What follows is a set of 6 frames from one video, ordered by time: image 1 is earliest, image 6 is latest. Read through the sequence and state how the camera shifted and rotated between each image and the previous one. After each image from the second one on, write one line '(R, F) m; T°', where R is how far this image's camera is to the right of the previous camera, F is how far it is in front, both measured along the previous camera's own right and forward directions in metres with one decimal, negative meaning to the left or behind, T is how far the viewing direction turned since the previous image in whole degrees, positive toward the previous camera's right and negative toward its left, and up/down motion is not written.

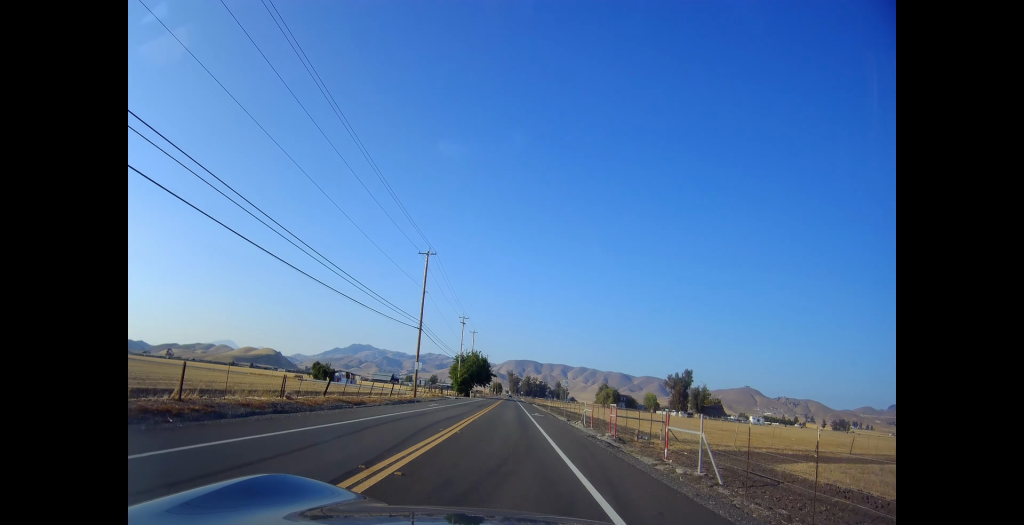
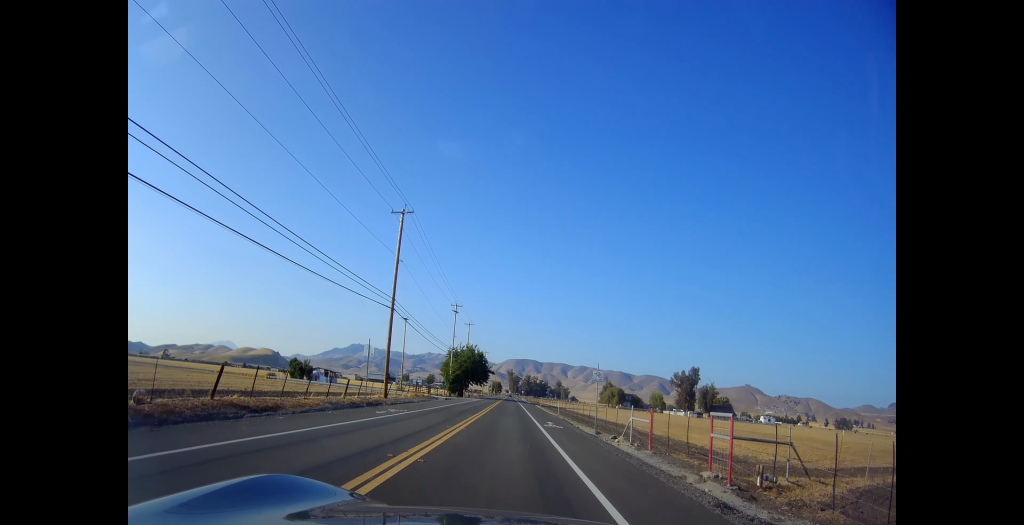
(0.0, +13.7) m; 0°
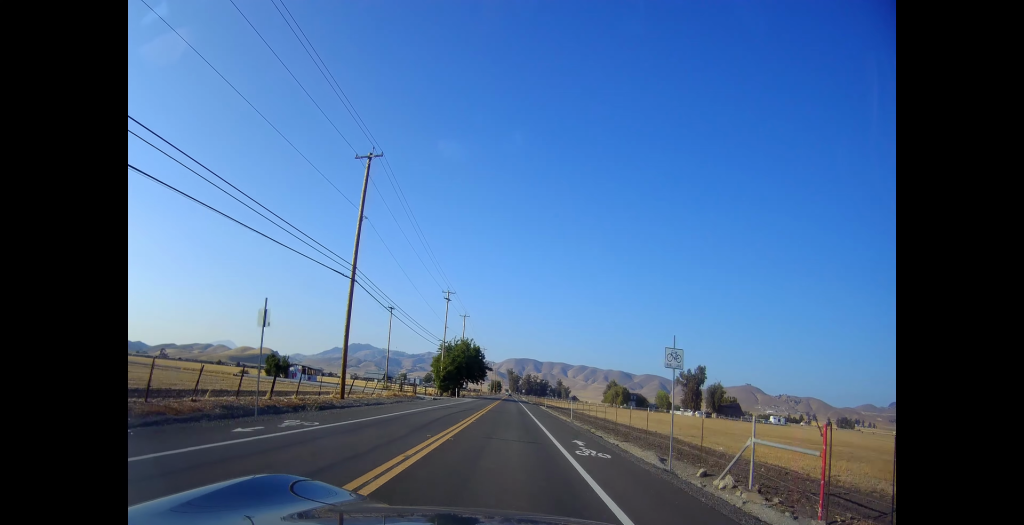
(0.0, +11.6) m; 0°
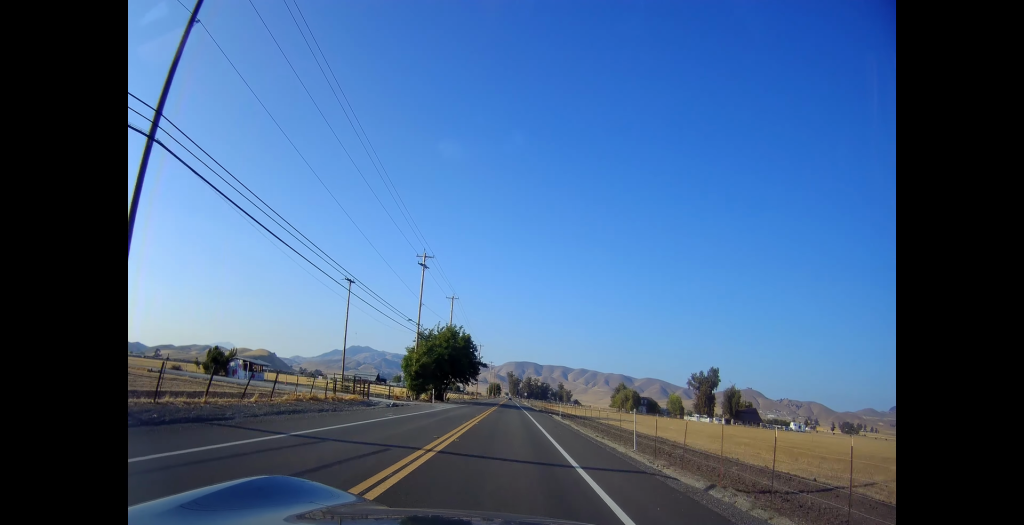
(0.0, +22.1) m; 0°
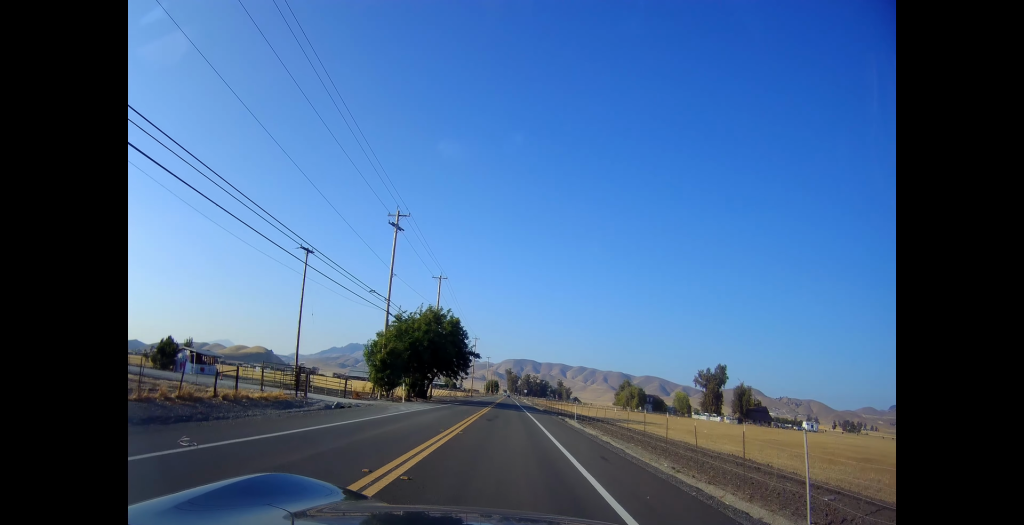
(0.0, +13.7) m; 0°
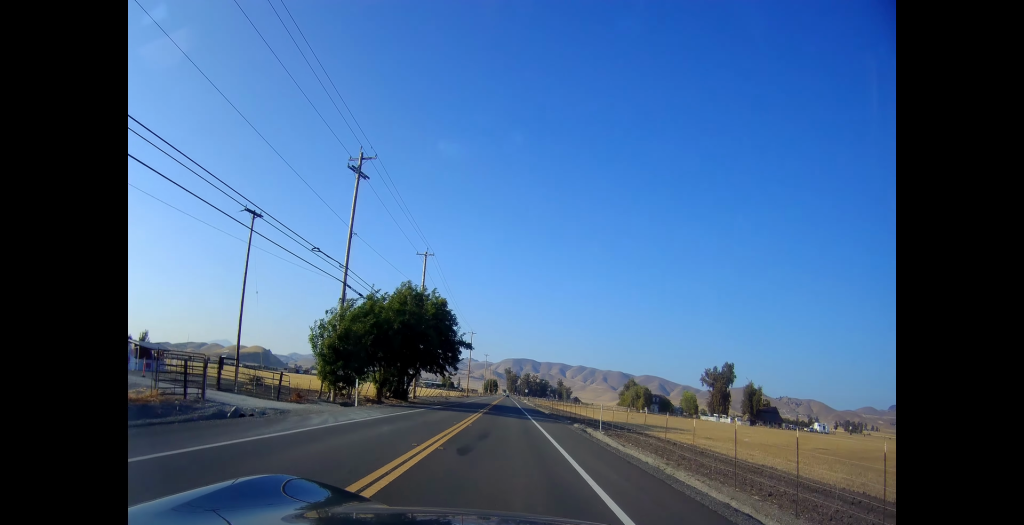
(0.0, +11.6) m; 0°
